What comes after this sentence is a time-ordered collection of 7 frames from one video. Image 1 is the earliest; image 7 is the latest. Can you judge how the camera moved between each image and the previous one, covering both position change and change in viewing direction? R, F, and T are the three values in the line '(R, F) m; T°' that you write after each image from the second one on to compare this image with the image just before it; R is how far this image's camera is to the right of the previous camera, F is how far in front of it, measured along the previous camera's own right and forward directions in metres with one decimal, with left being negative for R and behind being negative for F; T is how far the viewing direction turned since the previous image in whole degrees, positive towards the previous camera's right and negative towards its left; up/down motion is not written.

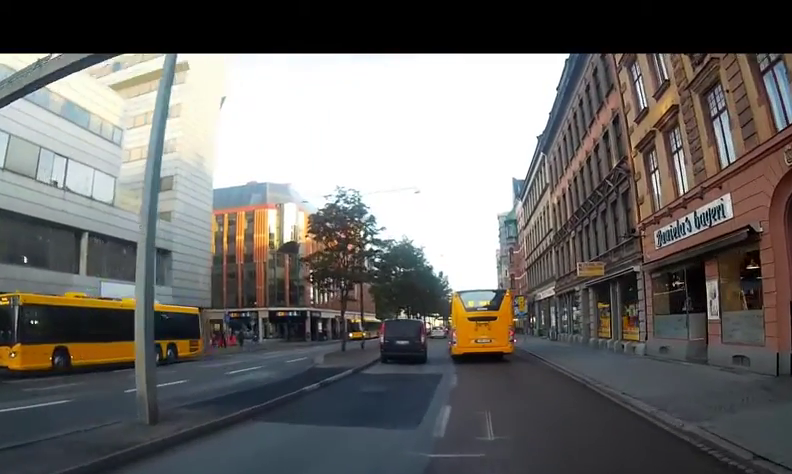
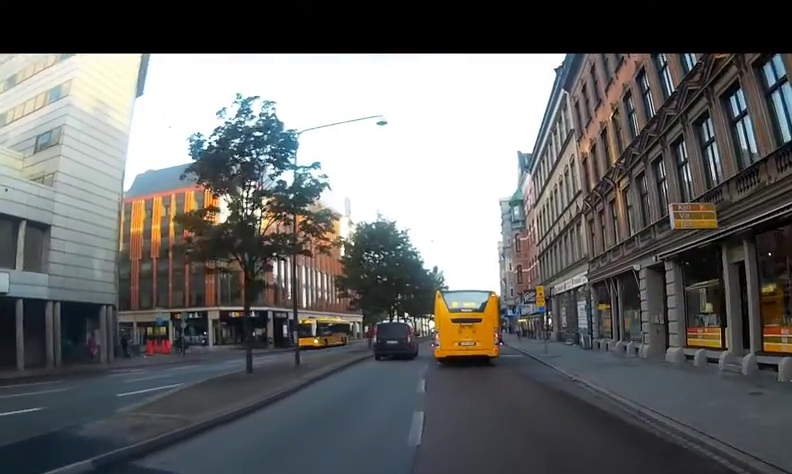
(+0.2, +11.6) m; +1°
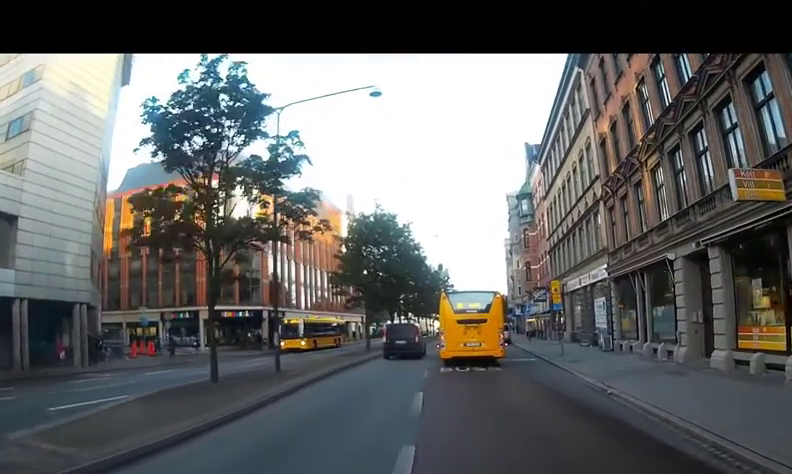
(+0.1, +2.8) m; -1°
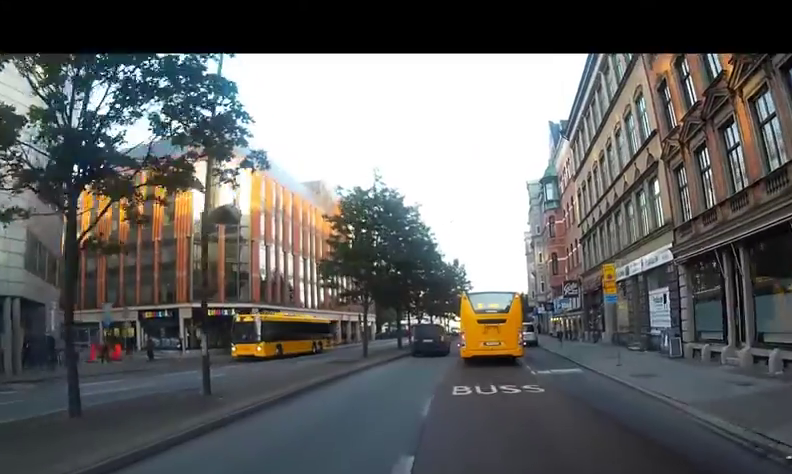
(-0.2, +5.9) m; -4°
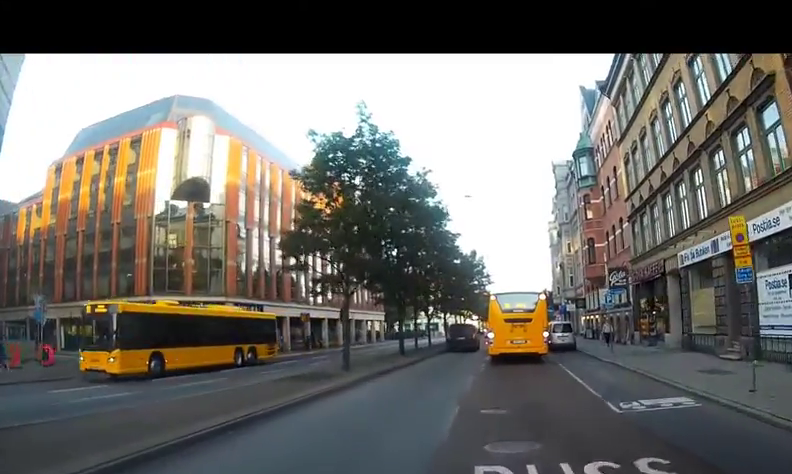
(-0.2, +7.3) m; 0°
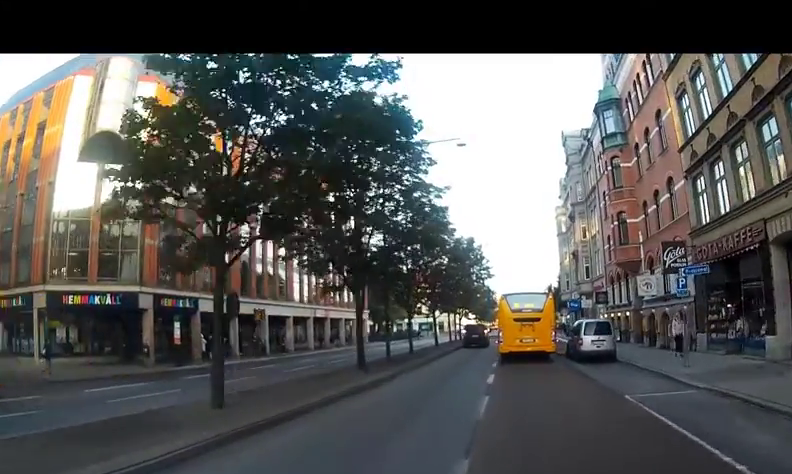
(+0.3, +8.8) m; +1°
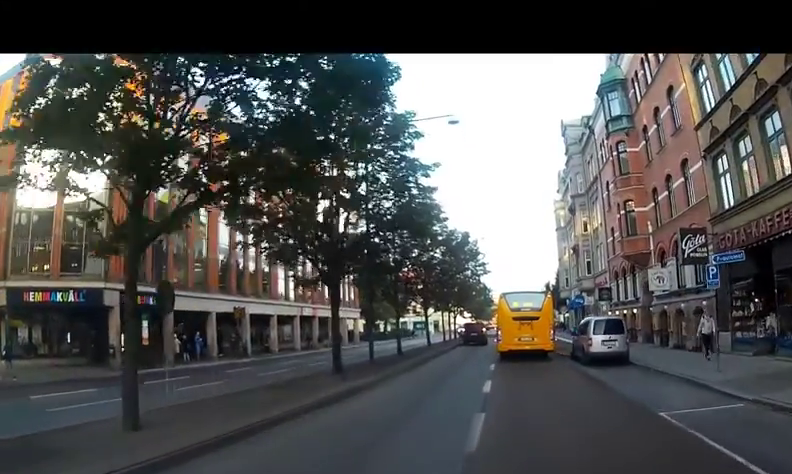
(+0.1, +2.6) m; 0°
